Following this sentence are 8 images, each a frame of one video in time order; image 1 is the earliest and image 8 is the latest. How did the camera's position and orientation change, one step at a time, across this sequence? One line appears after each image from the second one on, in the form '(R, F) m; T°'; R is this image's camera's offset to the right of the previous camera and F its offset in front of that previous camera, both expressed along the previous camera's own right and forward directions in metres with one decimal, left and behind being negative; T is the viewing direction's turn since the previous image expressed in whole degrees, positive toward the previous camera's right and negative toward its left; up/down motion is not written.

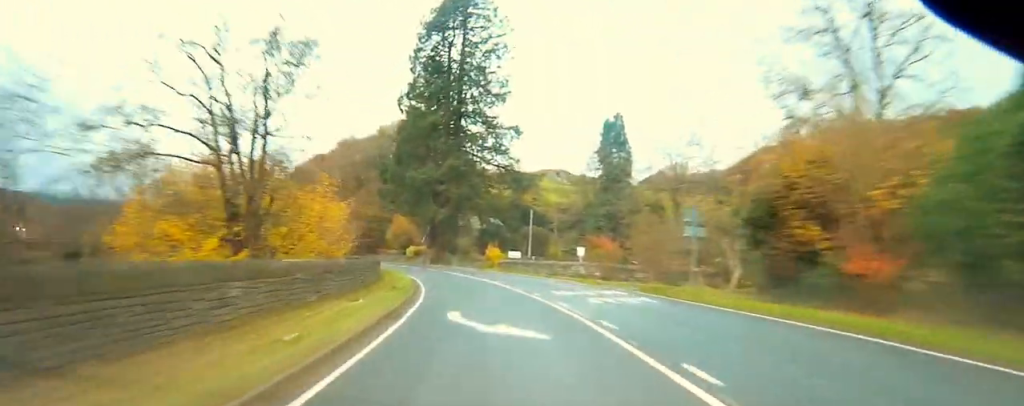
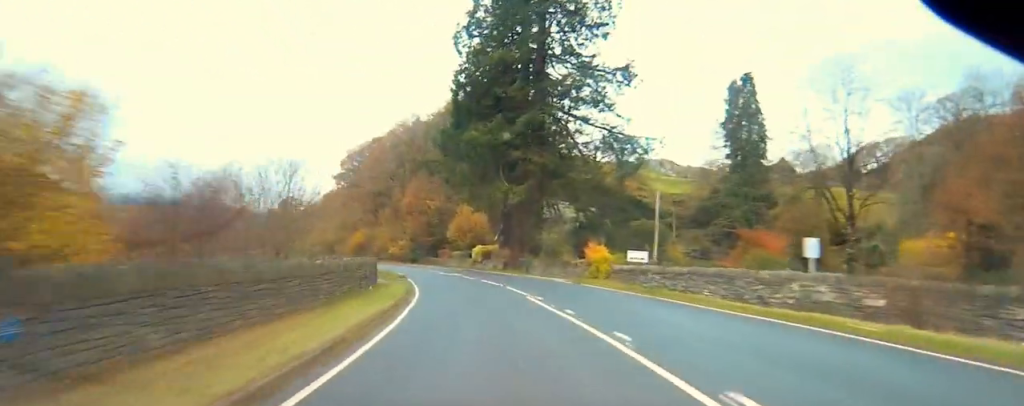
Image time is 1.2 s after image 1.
(-2.5, +30.6) m; -7°
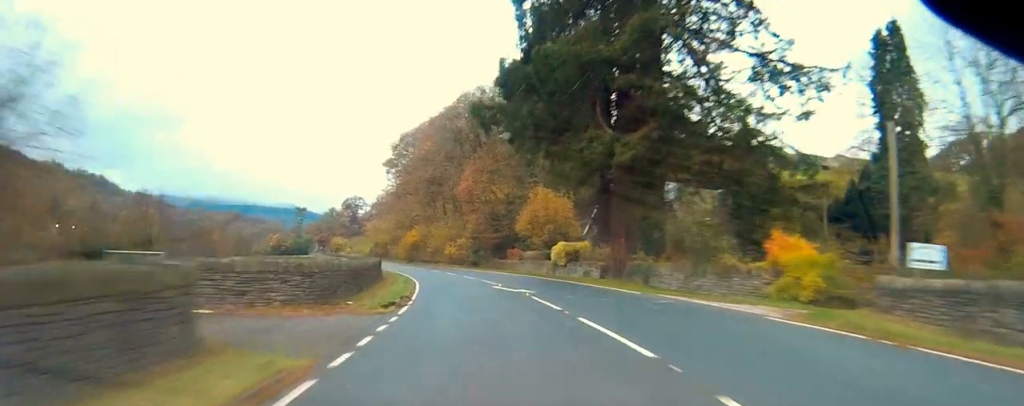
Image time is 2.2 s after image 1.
(-0.8, +25.5) m; -5°
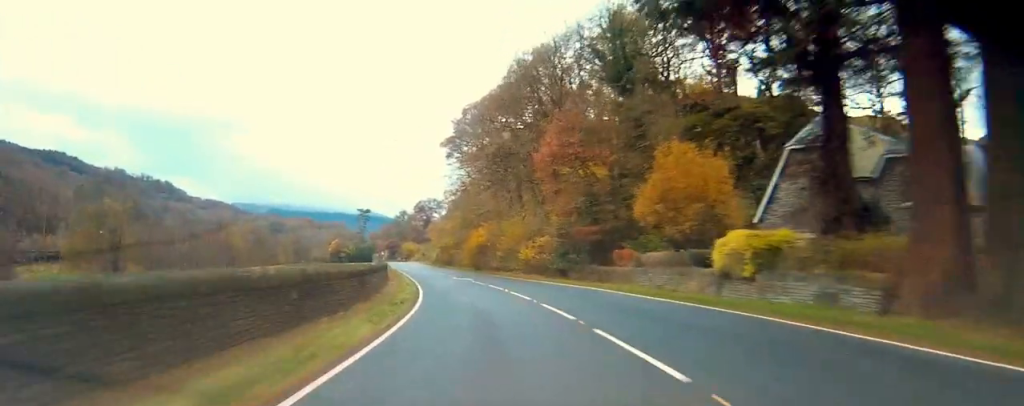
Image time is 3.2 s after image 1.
(-1.7, +28.1) m; -8°
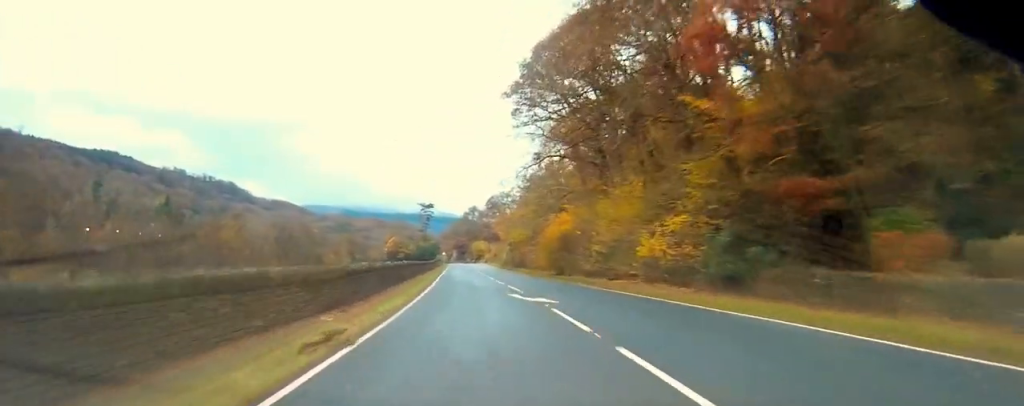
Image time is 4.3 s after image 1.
(-2.5, +30.6) m; -6°
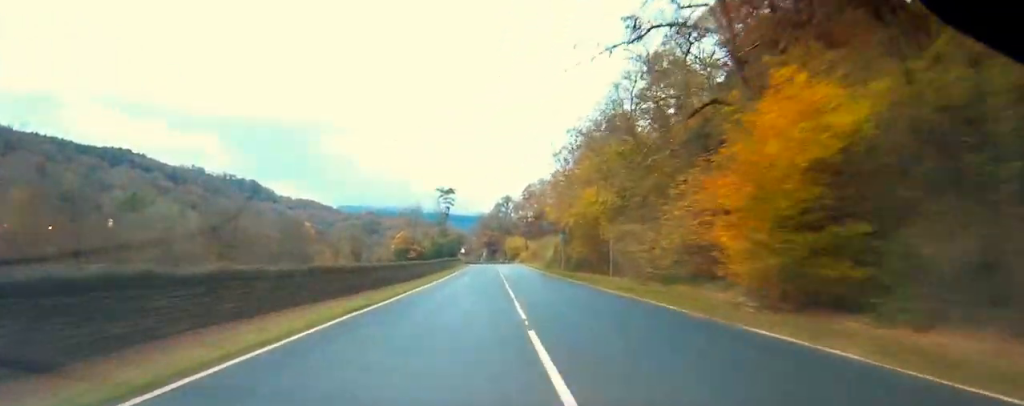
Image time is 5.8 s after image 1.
(-1.1, +47.4) m; -2°
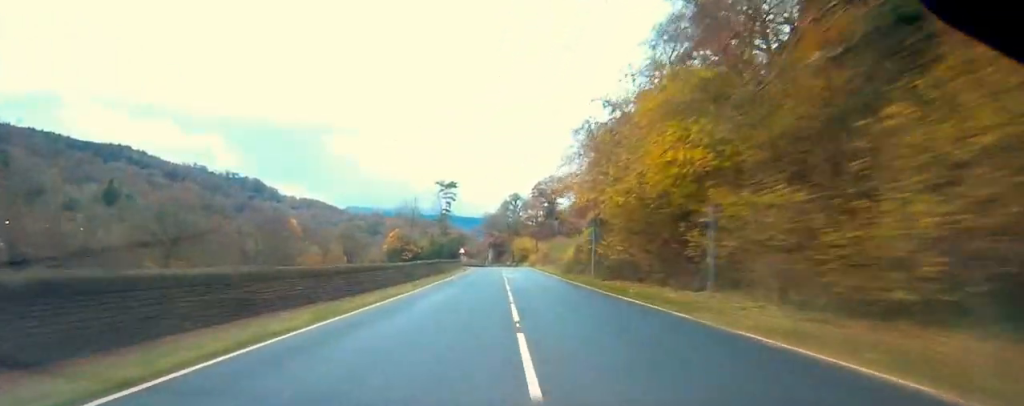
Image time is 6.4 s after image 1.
(-0.2, +18.7) m; 0°
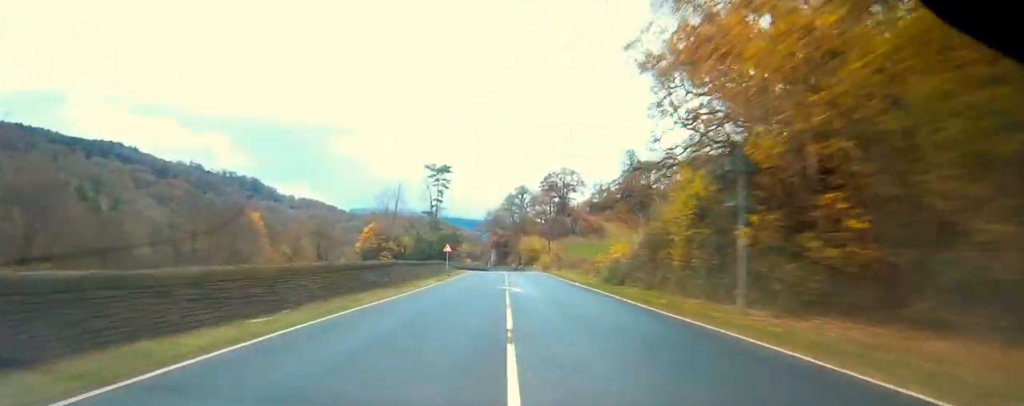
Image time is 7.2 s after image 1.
(0.0, +29.5) m; -1°
